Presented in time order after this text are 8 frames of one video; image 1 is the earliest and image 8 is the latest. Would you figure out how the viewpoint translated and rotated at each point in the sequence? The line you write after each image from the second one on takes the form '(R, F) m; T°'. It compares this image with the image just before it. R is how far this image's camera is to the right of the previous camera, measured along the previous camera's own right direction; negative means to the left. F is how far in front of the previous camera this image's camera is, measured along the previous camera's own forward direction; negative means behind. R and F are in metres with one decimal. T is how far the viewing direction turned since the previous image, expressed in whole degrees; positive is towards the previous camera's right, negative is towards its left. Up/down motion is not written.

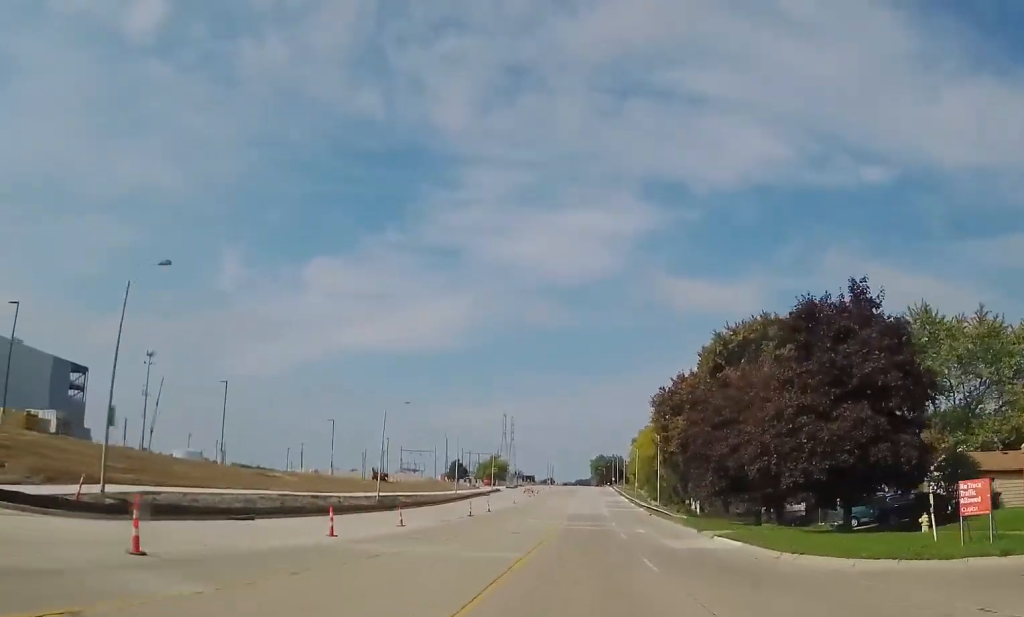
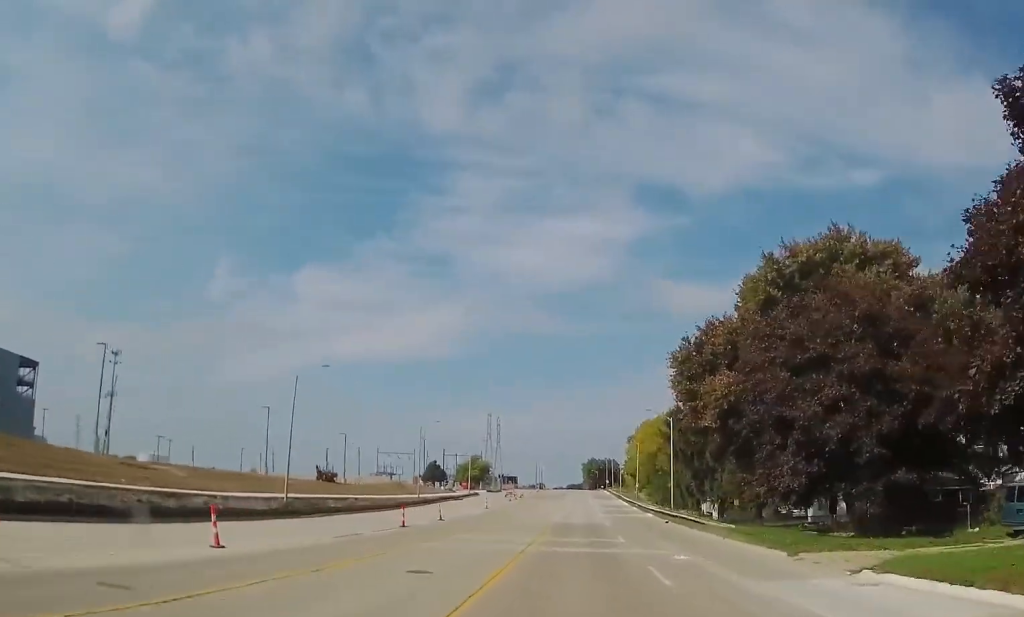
(+0.1, +19.3) m; +2°
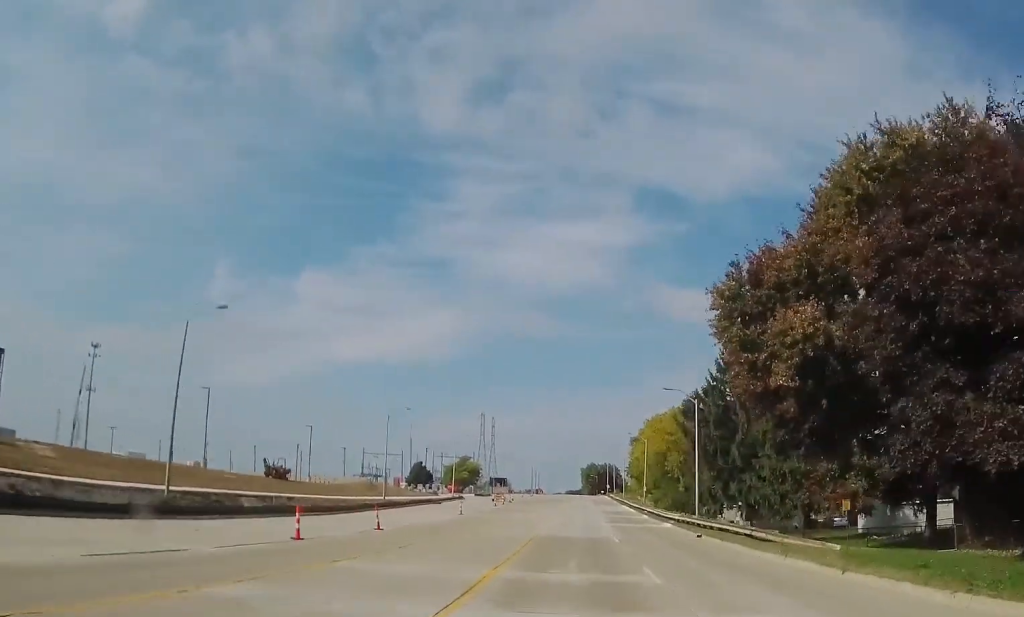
(+0.4, +14.3) m; +1°
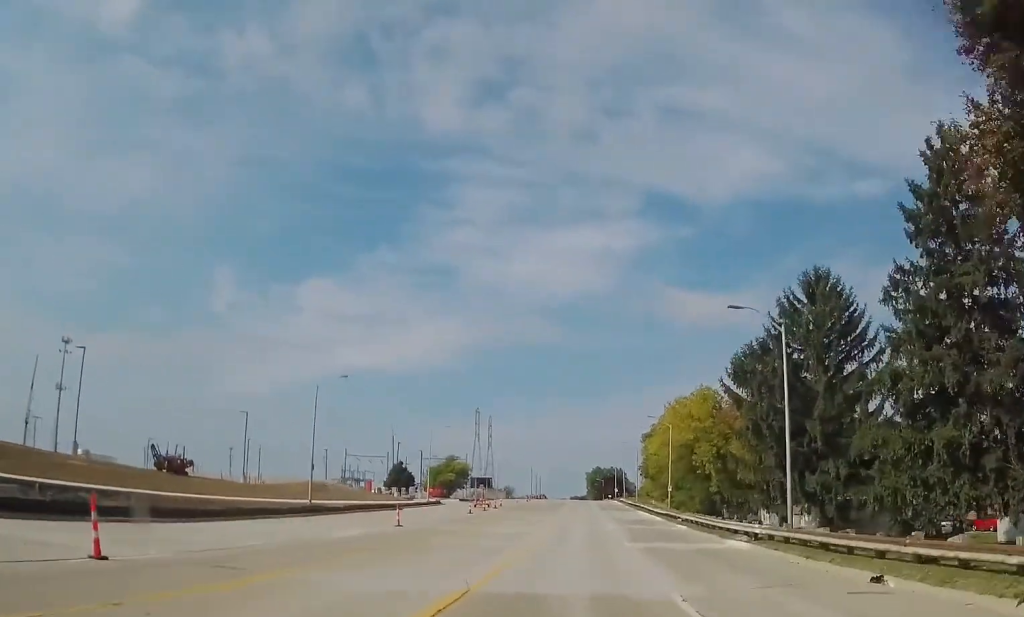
(+0.1, +20.9) m; 0°
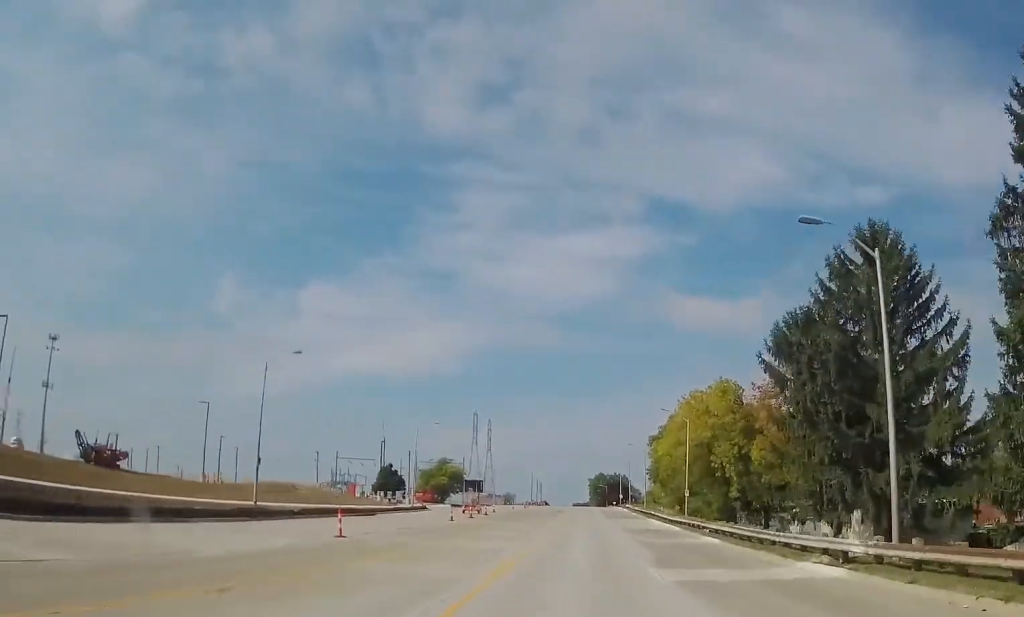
(0.0, +9.4) m; -1°
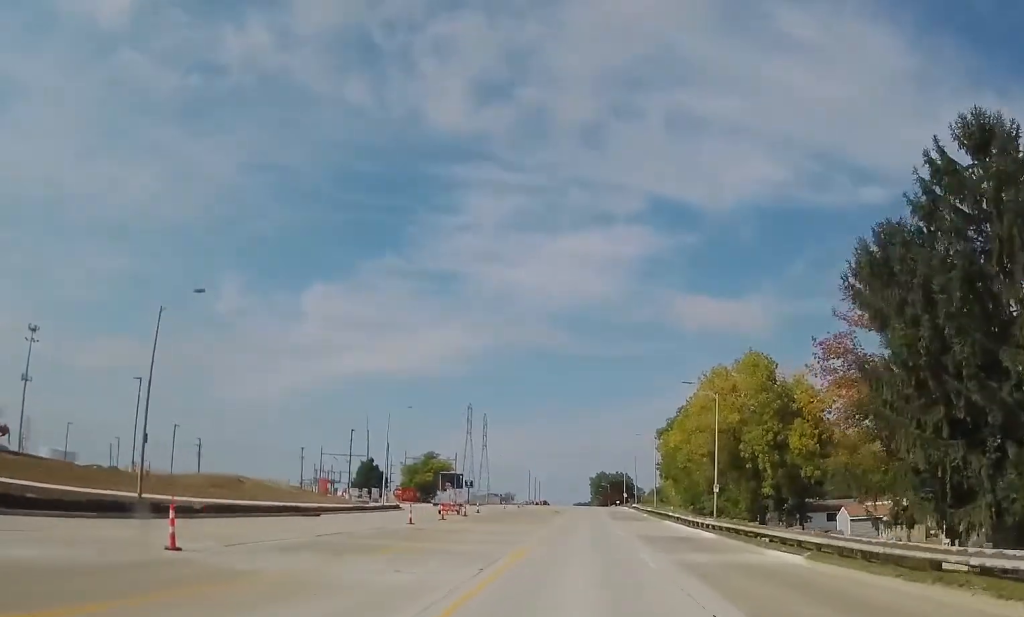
(0.0, +12.1) m; -1°
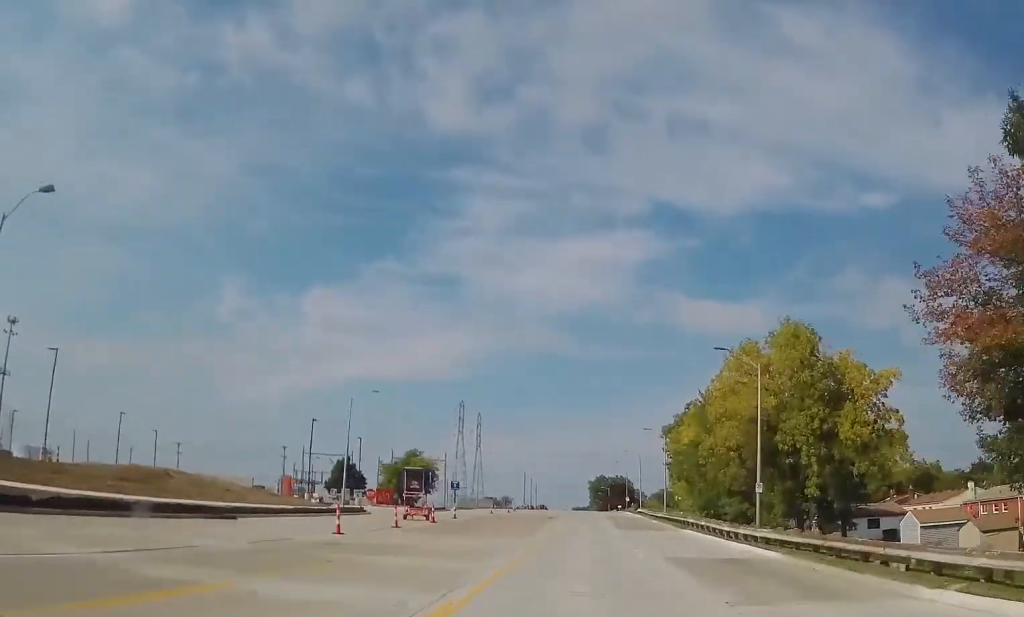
(-0.3, +11.2) m; -1°
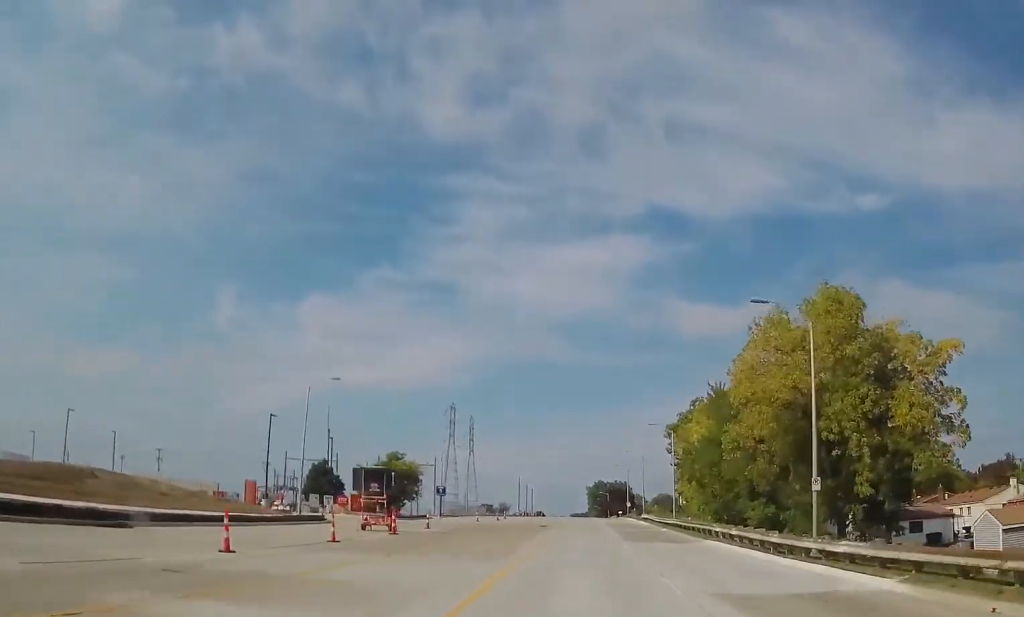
(-0.1, +8.6) m; 0°
